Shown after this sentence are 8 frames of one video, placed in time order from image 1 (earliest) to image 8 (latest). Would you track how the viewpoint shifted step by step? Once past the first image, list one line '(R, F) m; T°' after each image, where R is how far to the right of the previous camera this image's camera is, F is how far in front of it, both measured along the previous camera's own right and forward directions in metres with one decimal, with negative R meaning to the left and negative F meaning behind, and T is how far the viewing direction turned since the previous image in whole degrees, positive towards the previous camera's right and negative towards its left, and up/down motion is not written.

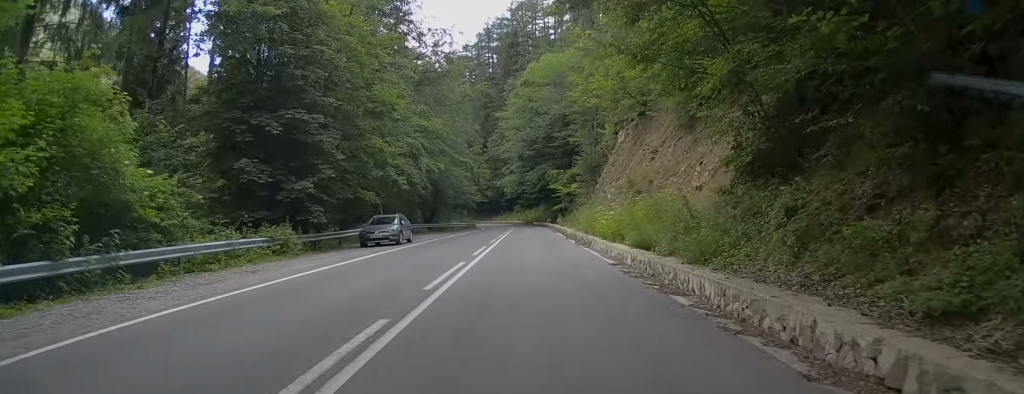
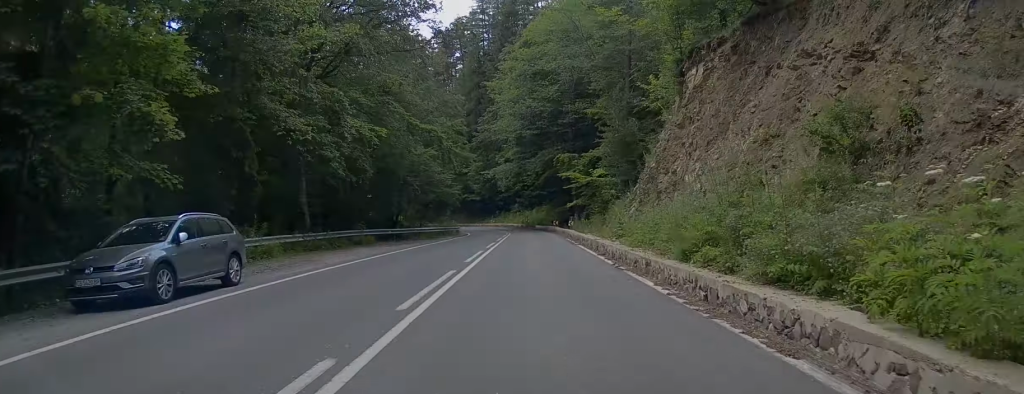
(-0.2, +20.0) m; -1°
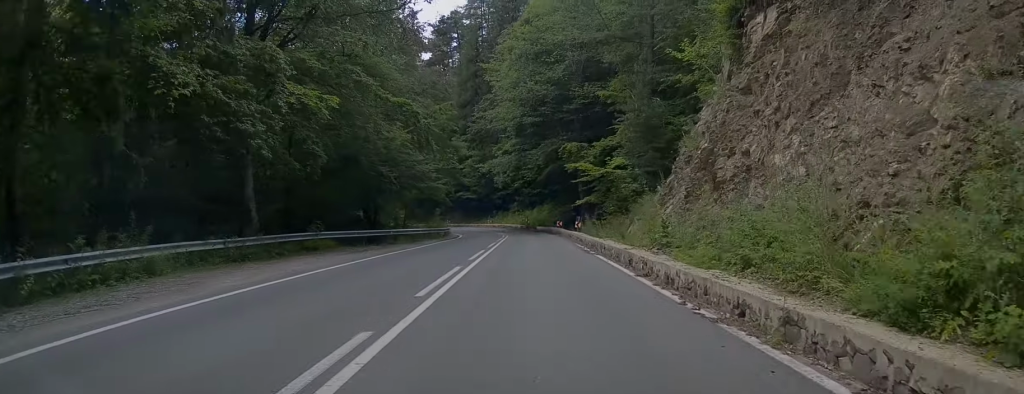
(0.0, +7.6) m; 0°
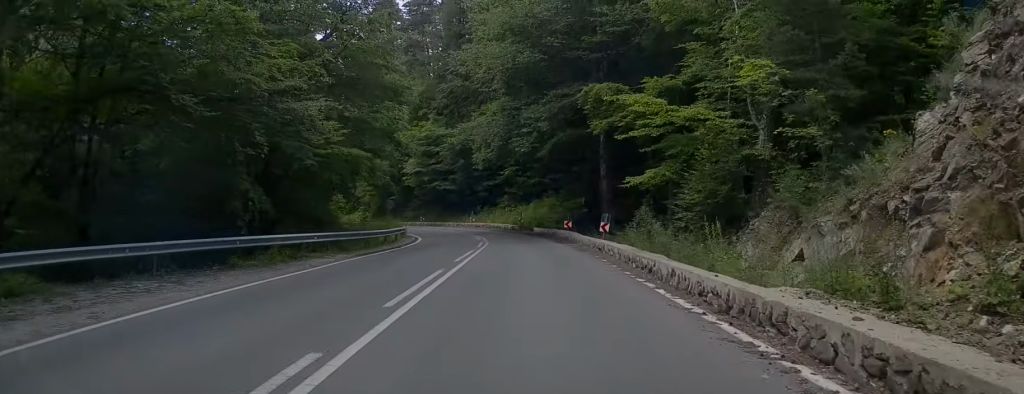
(+0.2, +19.0) m; +1°
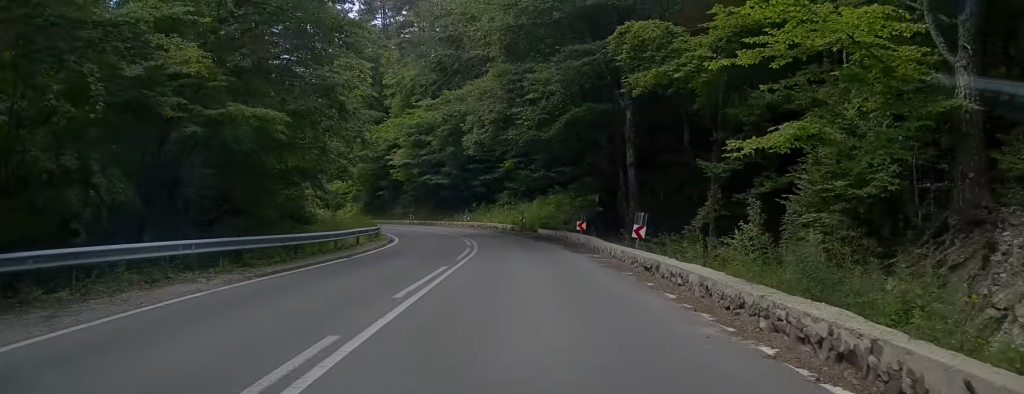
(+0.2, +8.1) m; 0°
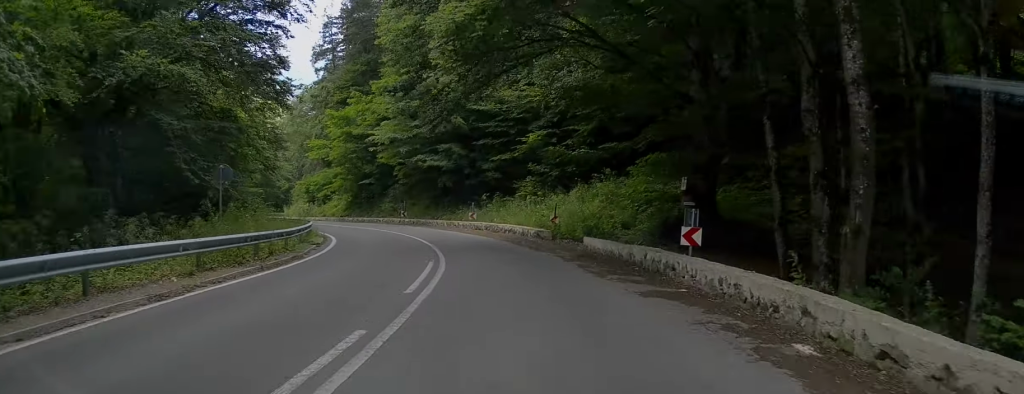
(-0.4, +17.8) m; -2°
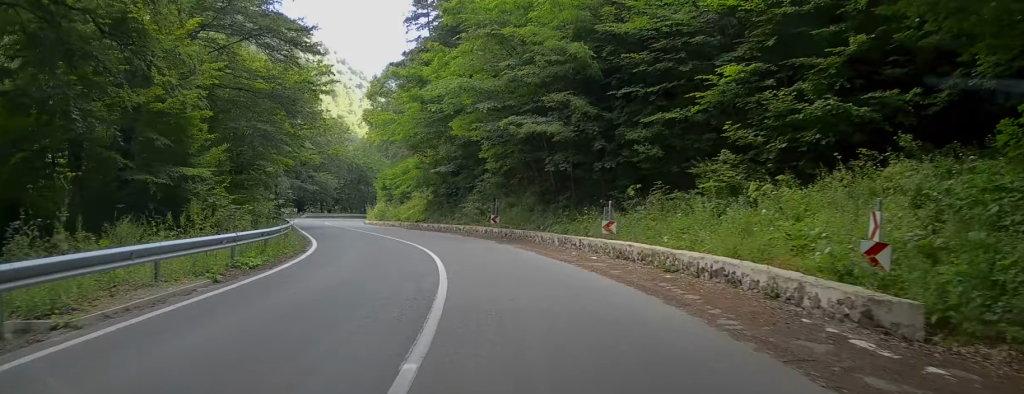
(-0.3, +19.8) m; -5°
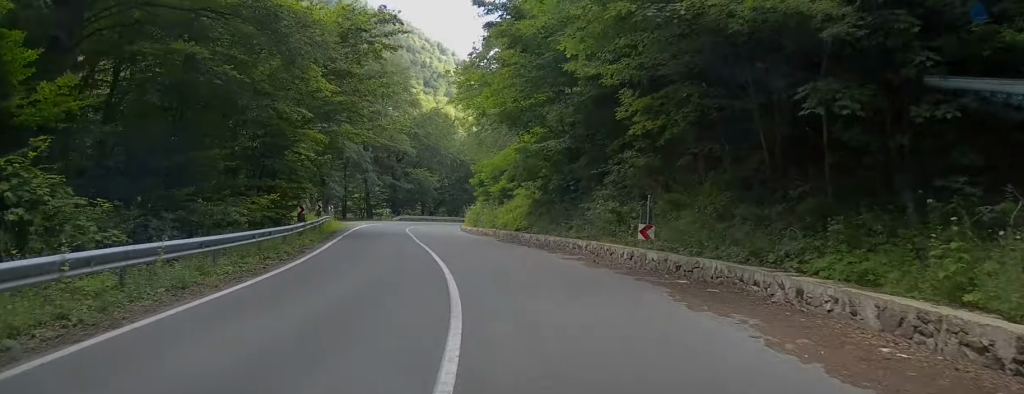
(-0.9, +14.4) m; -9°
